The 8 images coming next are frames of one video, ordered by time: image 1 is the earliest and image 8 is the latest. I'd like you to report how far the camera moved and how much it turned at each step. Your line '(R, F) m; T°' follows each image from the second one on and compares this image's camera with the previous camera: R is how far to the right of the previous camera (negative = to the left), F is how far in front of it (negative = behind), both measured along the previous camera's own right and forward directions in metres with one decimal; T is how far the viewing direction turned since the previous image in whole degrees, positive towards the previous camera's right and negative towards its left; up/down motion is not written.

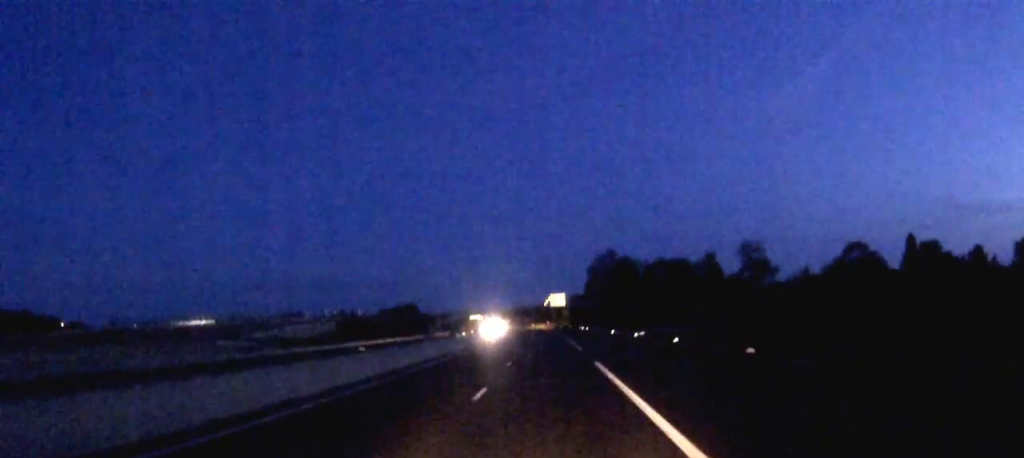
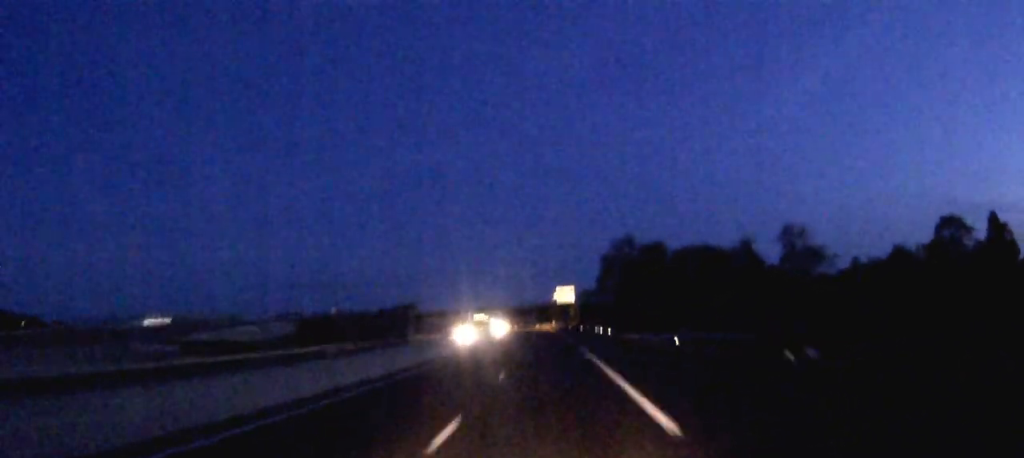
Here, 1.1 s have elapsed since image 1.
(-0.1, +32.8) m; 0°
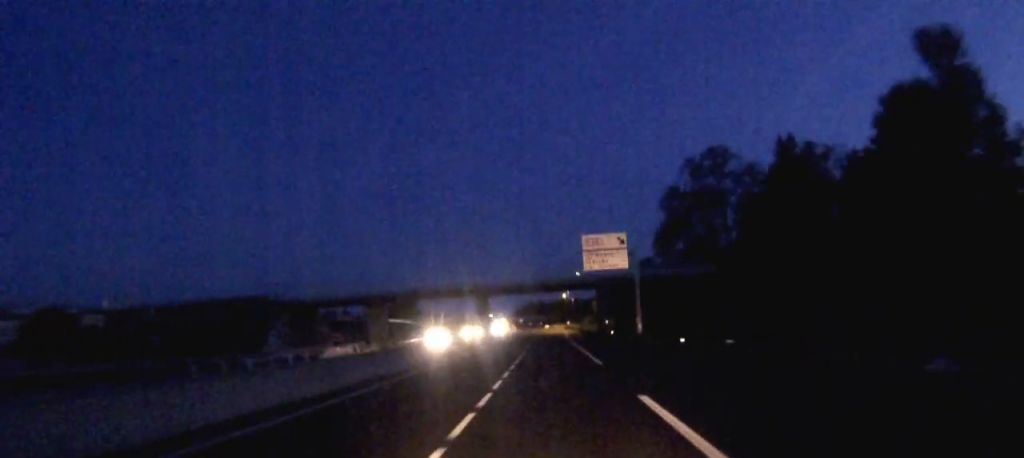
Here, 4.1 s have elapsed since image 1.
(-0.9, +85.7) m; -1°
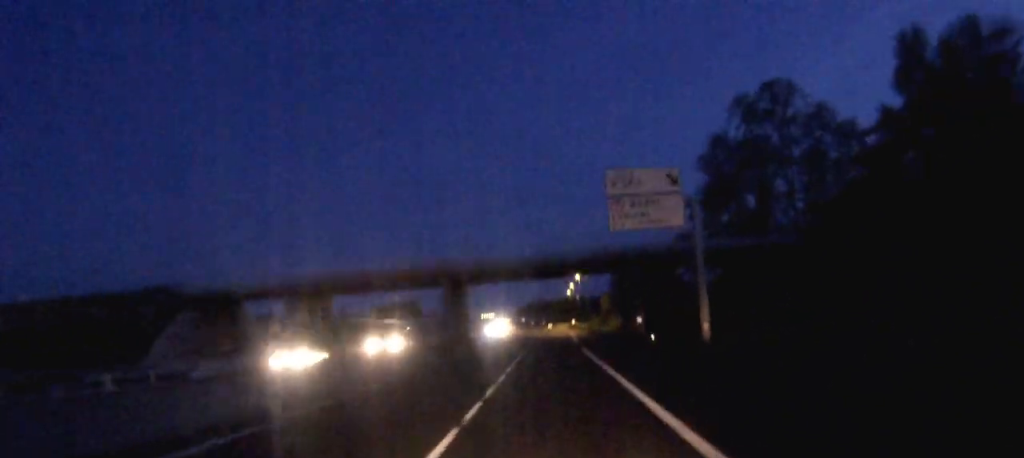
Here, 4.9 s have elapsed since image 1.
(-0.1, +24.0) m; -1°
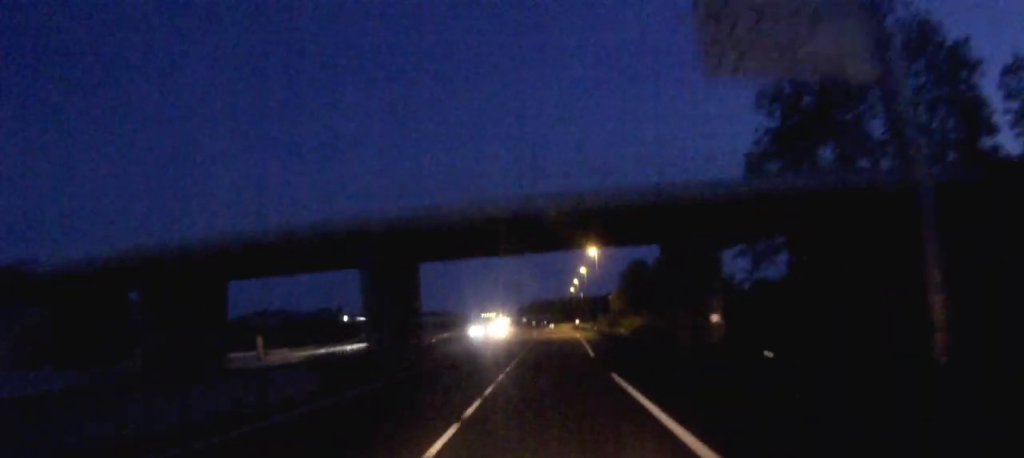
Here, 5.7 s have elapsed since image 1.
(-0.3, +21.0) m; -1°
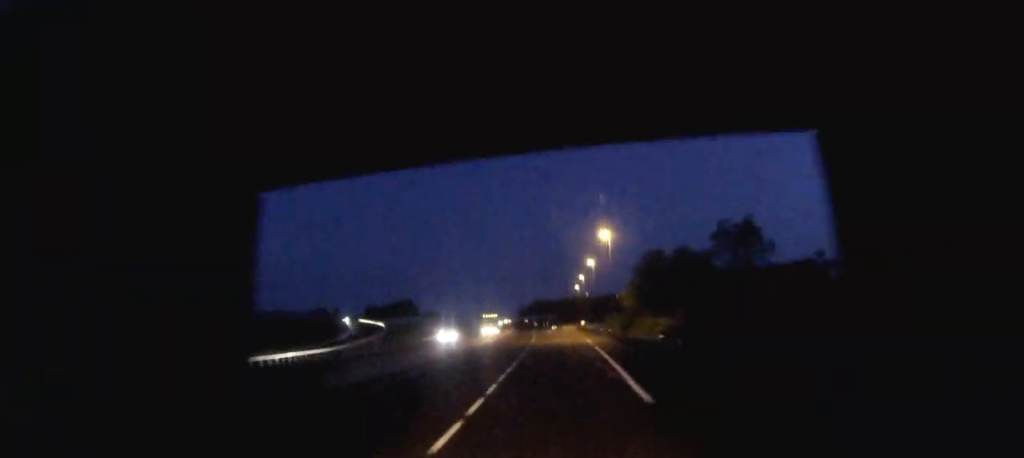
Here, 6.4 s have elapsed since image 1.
(-0.1, +20.7) m; 0°
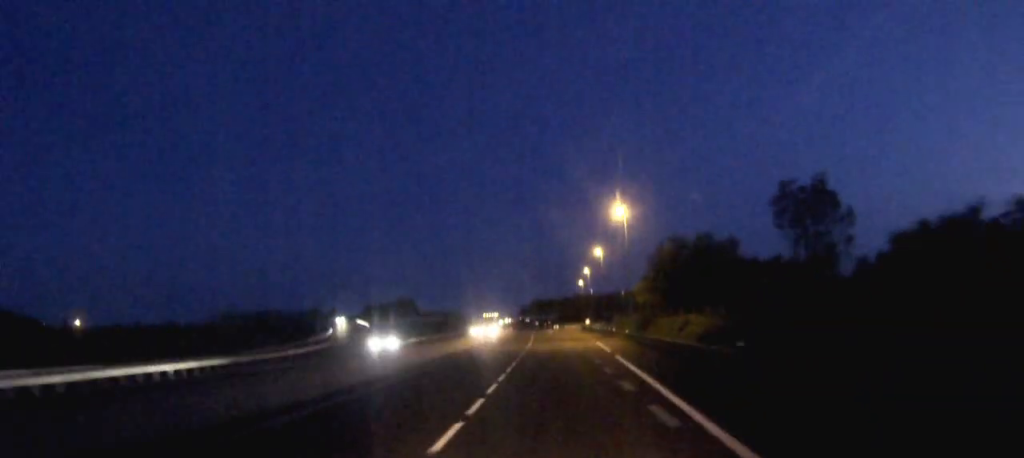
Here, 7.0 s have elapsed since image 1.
(0.0, +16.9) m; 0°
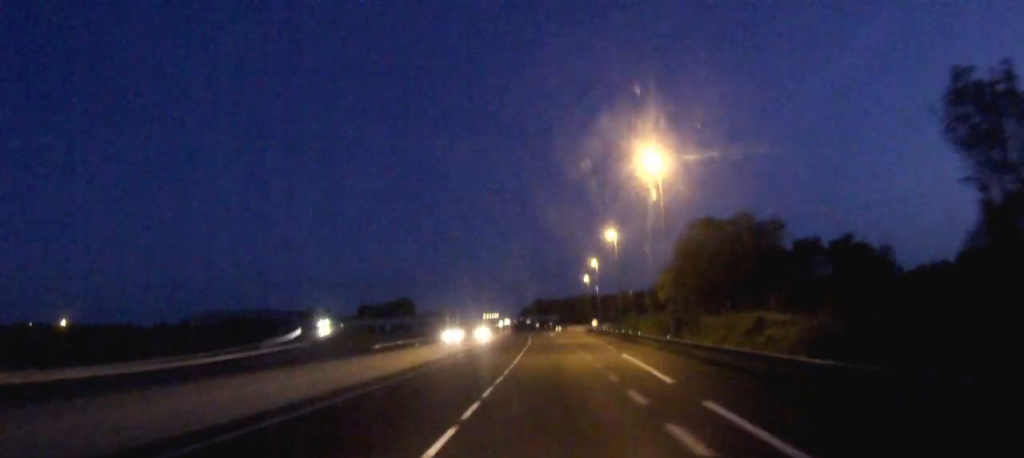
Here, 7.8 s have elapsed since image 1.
(+0.2, +21.4) m; +1°
